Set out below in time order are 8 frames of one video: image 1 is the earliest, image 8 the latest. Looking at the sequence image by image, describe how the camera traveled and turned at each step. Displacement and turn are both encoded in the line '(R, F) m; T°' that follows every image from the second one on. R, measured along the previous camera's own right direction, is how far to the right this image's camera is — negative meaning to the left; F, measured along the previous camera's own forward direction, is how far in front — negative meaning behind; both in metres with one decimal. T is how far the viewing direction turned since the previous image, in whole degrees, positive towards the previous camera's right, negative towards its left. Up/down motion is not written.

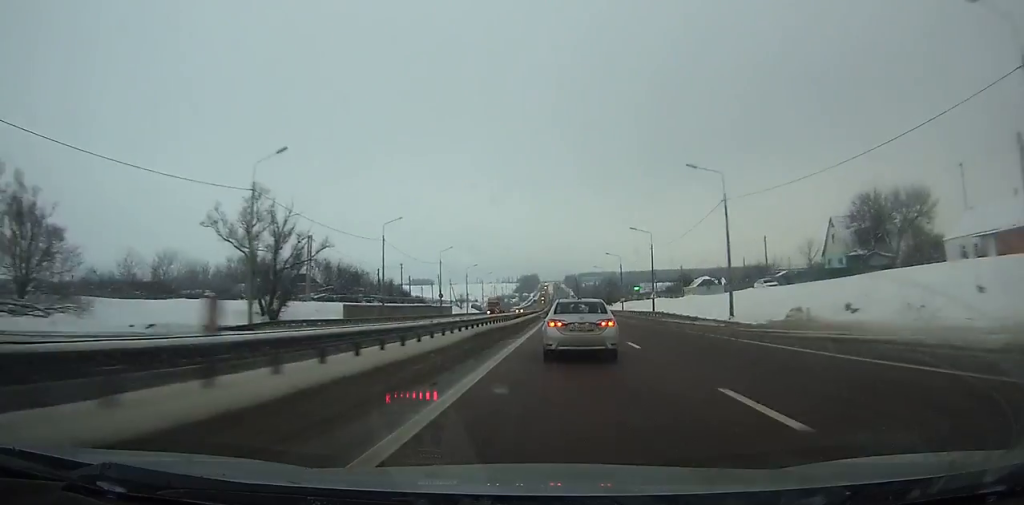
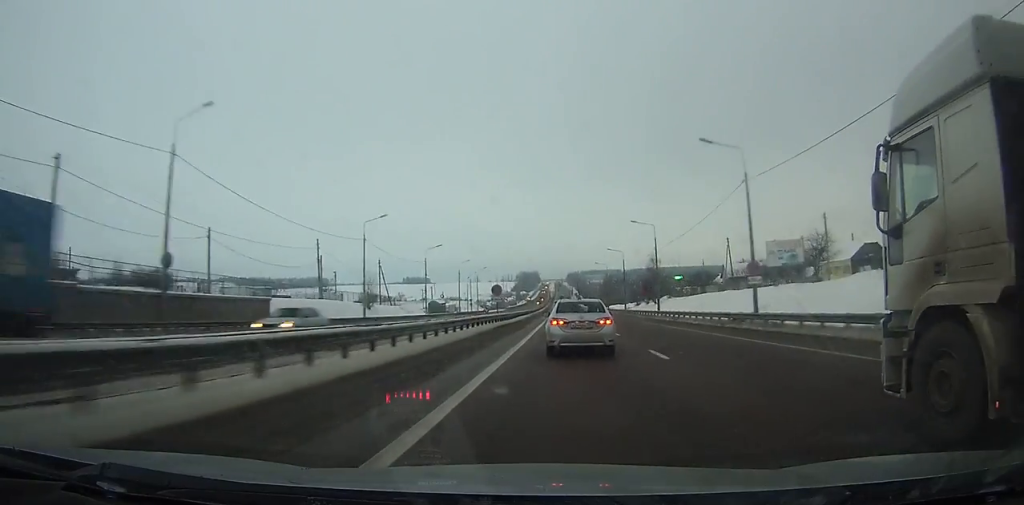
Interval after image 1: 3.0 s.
(-0.1, +76.3) m; 0°
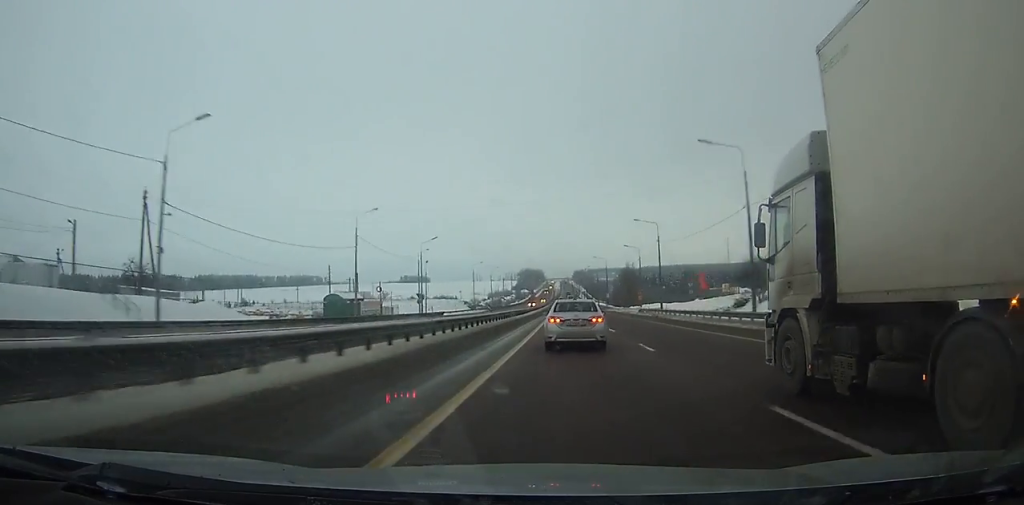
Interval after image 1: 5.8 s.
(-0.2, +70.5) m; 0°
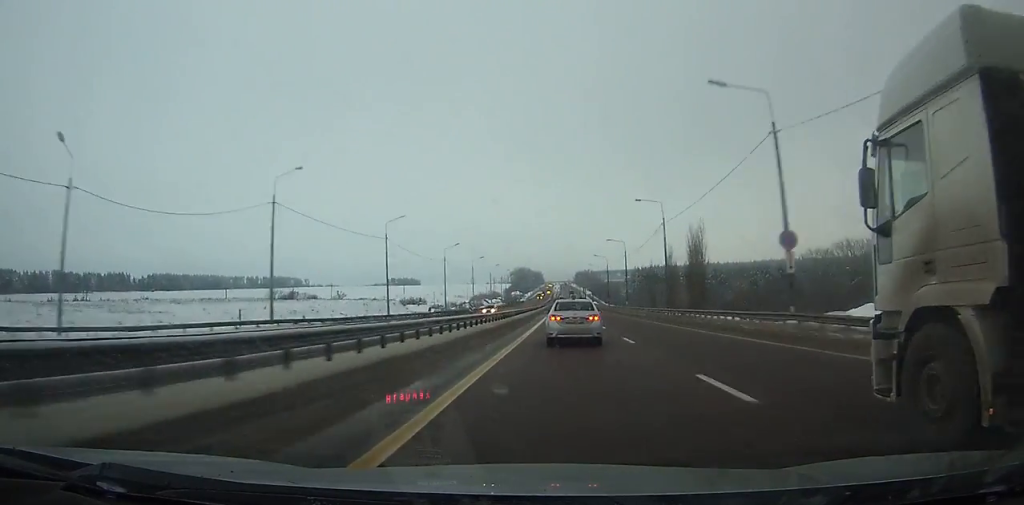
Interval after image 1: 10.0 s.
(-0.3, +104.7) m; 0°
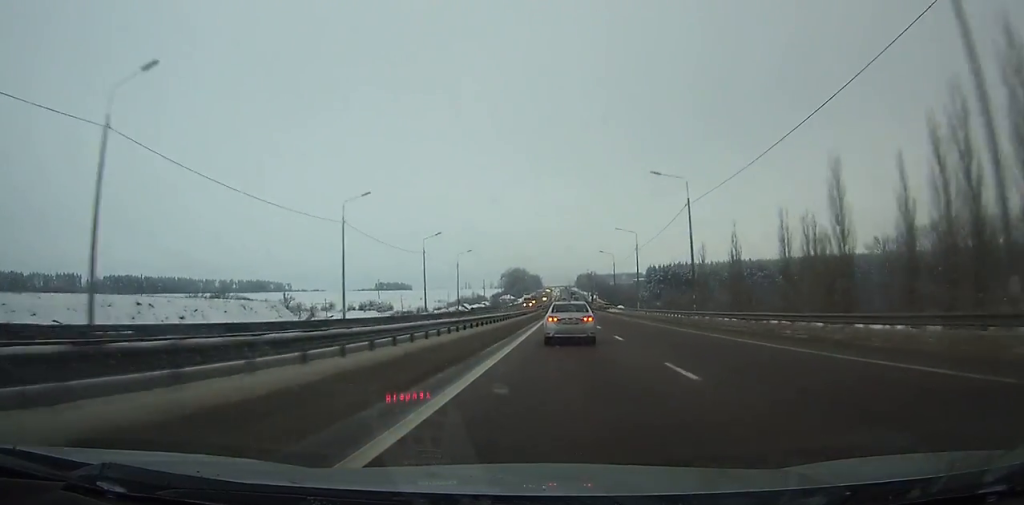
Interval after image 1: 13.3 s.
(-0.2, +81.4) m; 0°
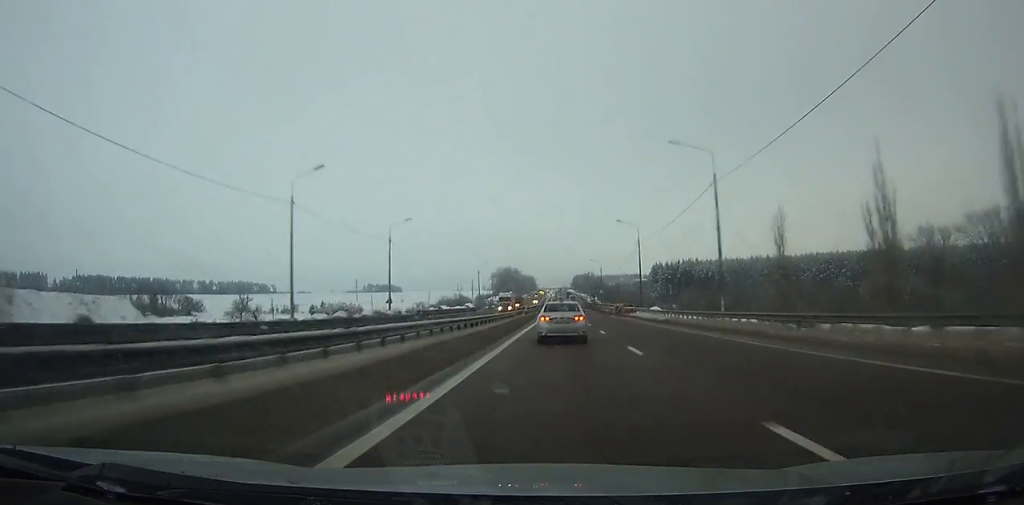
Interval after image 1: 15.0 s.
(0.0, +41.6) m; 0°
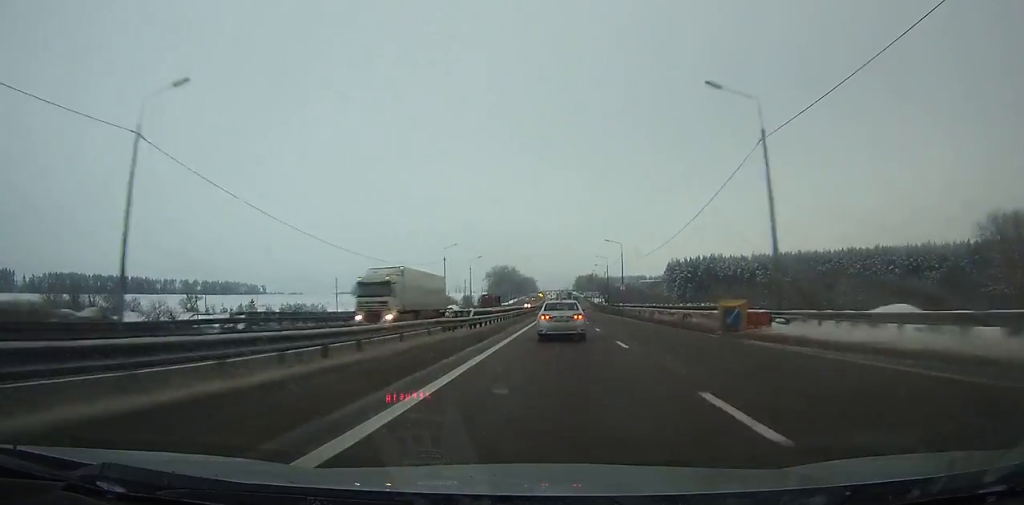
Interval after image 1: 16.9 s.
(+0.1, +46.0) m; 0°
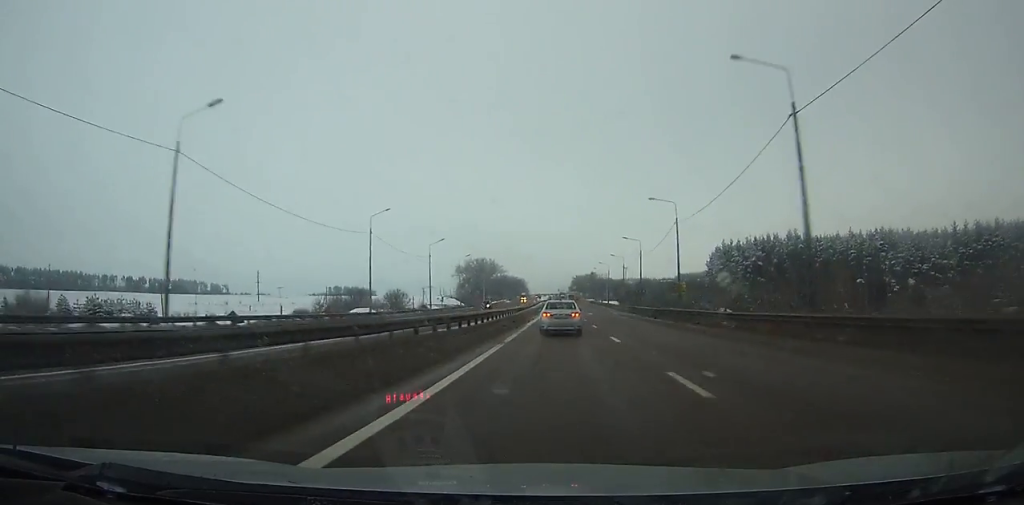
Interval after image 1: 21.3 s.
(+0.4, +104.4) m; 0°
